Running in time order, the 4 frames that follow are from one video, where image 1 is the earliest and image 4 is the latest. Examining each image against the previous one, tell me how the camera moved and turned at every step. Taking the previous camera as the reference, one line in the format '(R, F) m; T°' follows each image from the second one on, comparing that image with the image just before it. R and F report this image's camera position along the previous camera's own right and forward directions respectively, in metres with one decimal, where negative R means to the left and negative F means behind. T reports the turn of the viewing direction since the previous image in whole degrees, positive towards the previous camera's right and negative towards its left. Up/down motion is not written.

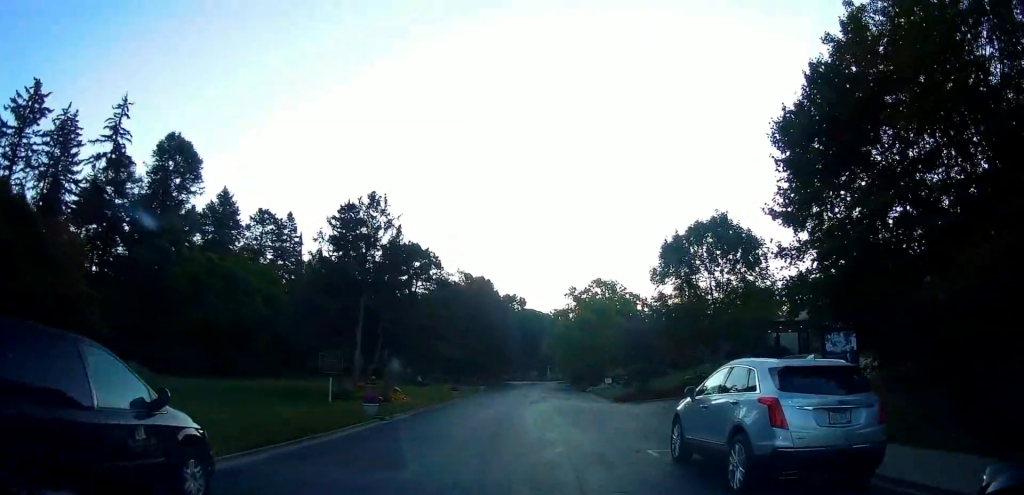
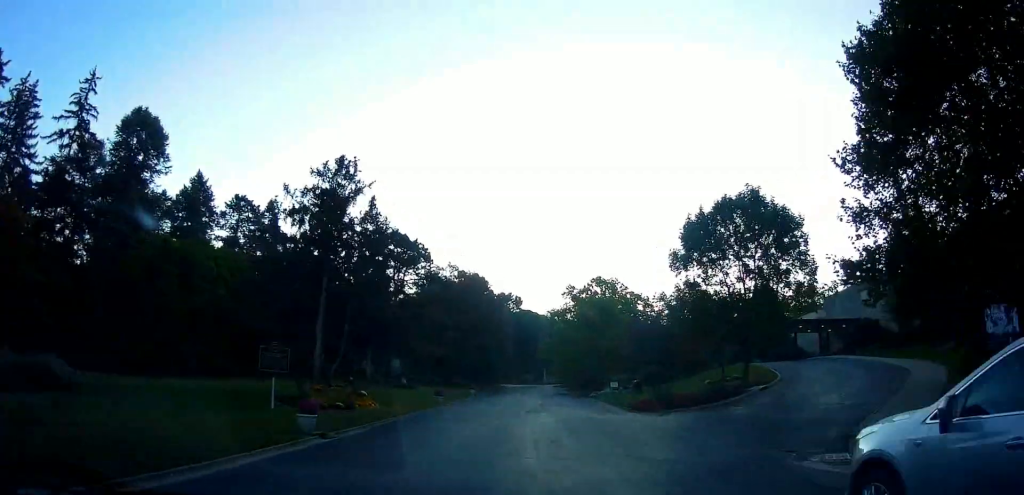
(0.0, +5.6) m; 0°
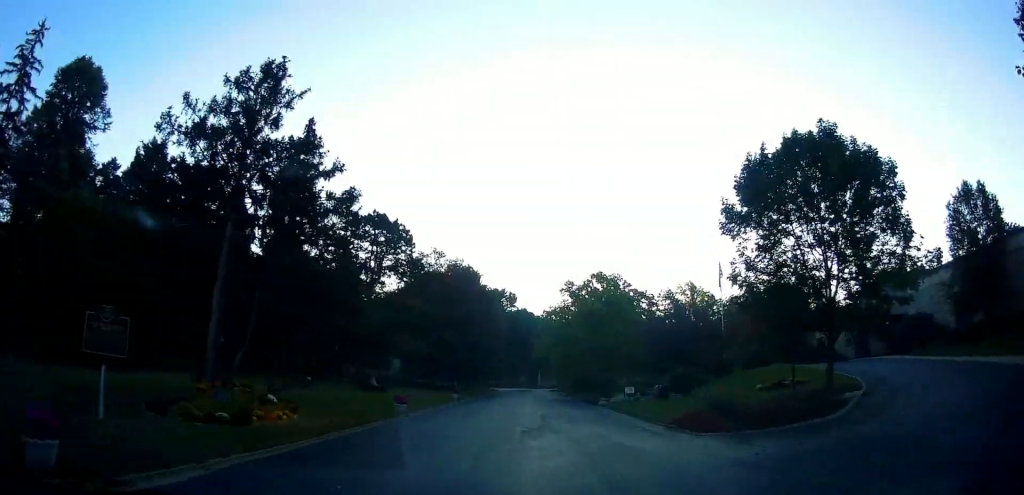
(0.0, +8.9) m; +2°
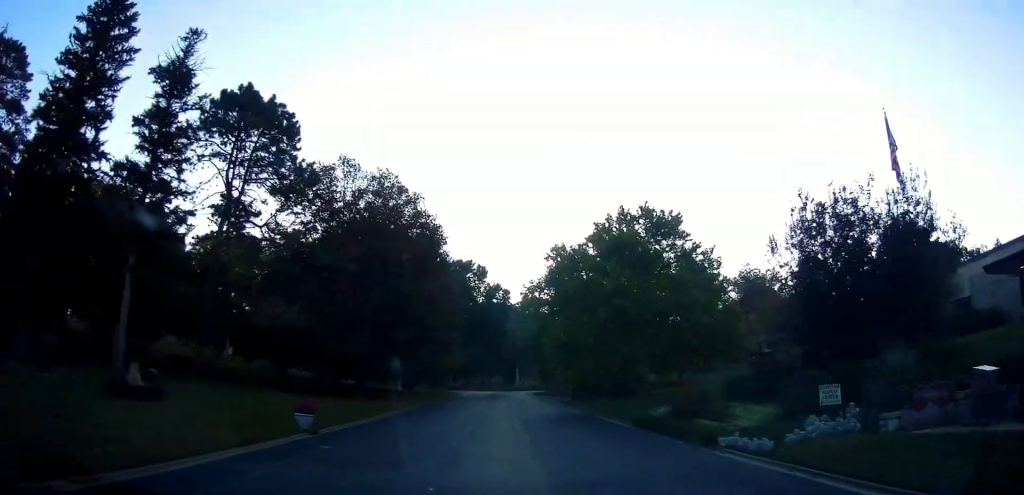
(+1.5, +26.8) m; +4°
